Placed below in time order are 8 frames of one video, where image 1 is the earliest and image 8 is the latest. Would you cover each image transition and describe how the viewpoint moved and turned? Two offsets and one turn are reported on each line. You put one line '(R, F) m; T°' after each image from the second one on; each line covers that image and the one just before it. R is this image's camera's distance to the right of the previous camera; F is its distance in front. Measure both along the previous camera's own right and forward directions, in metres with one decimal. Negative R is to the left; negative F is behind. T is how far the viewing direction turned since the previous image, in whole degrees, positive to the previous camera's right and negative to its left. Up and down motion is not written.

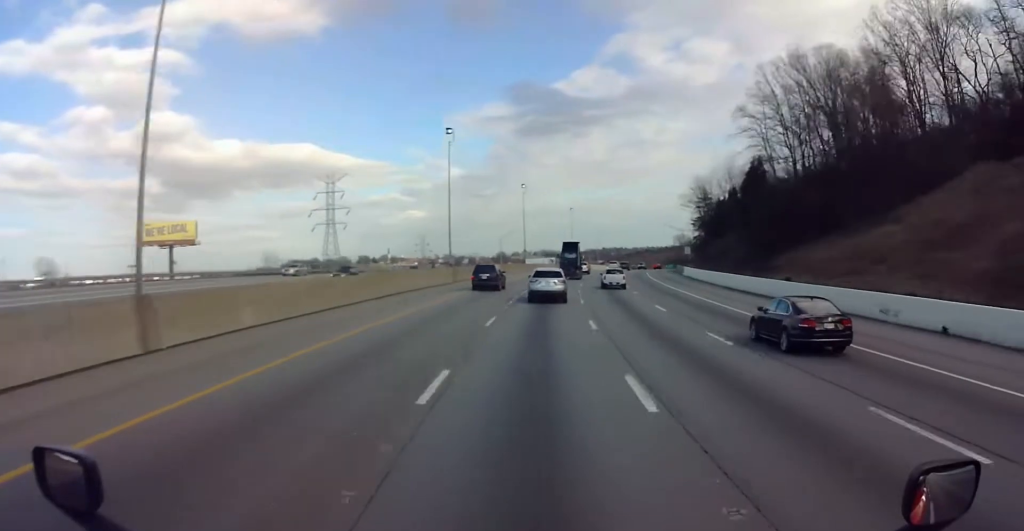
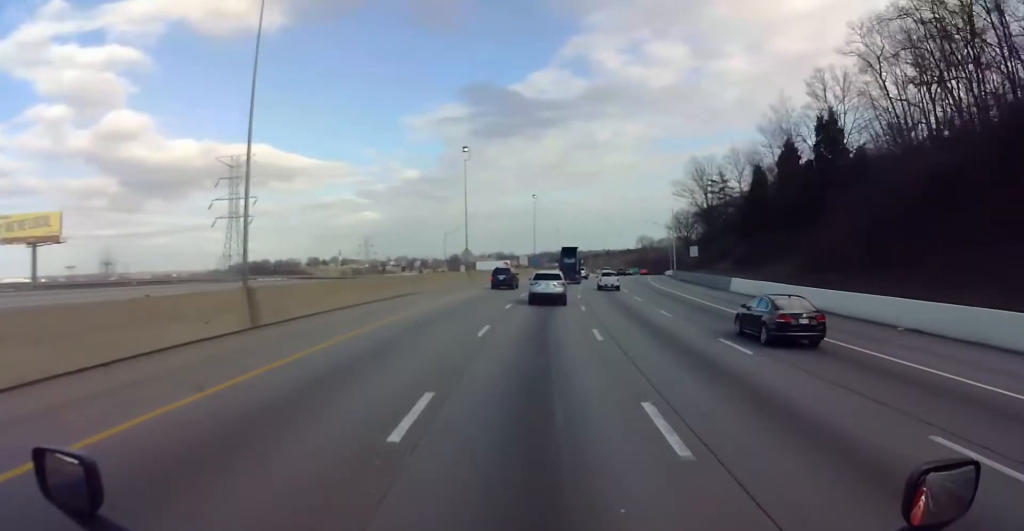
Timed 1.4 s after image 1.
(+2.0, +39.5) m; +8°
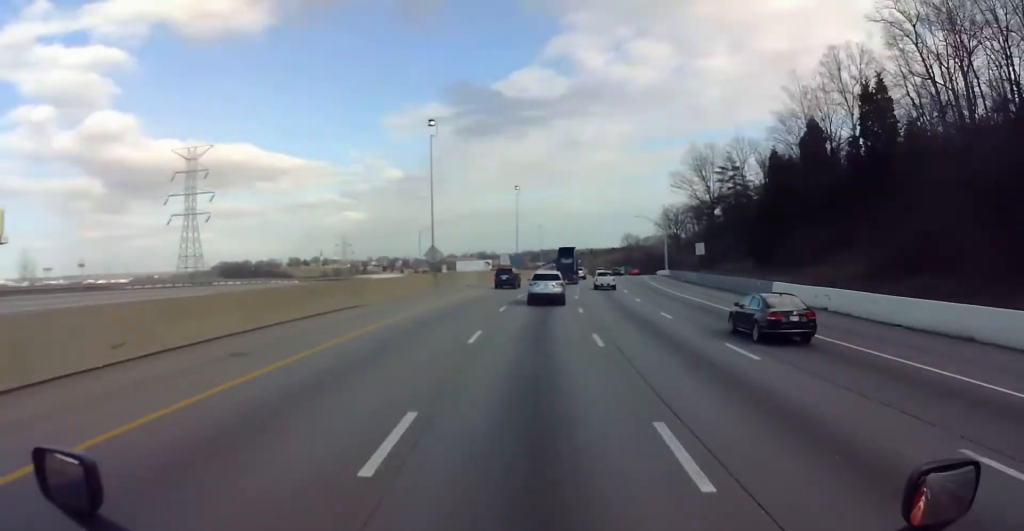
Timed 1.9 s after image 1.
(+0.6, +14.1) m; +2°
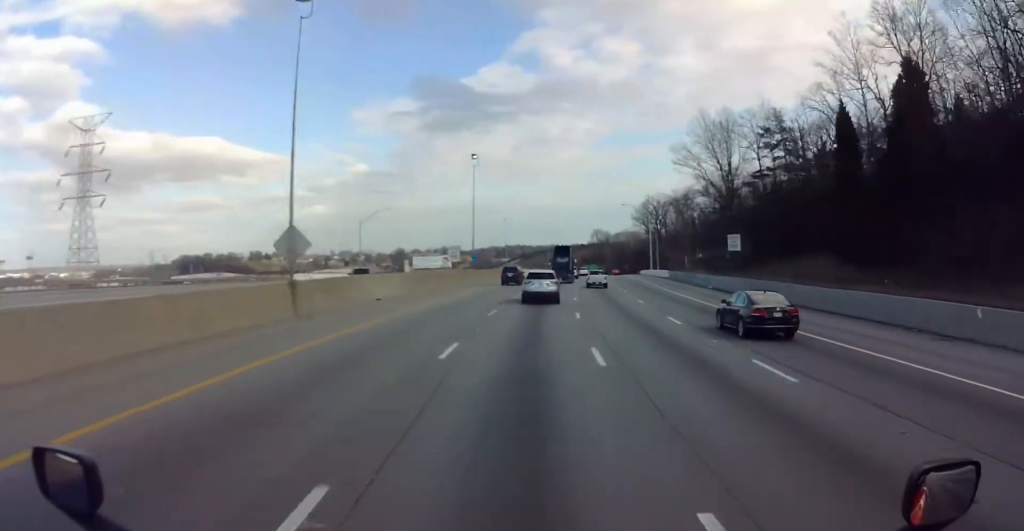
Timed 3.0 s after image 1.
(+1.2, +29.6) m; +2°
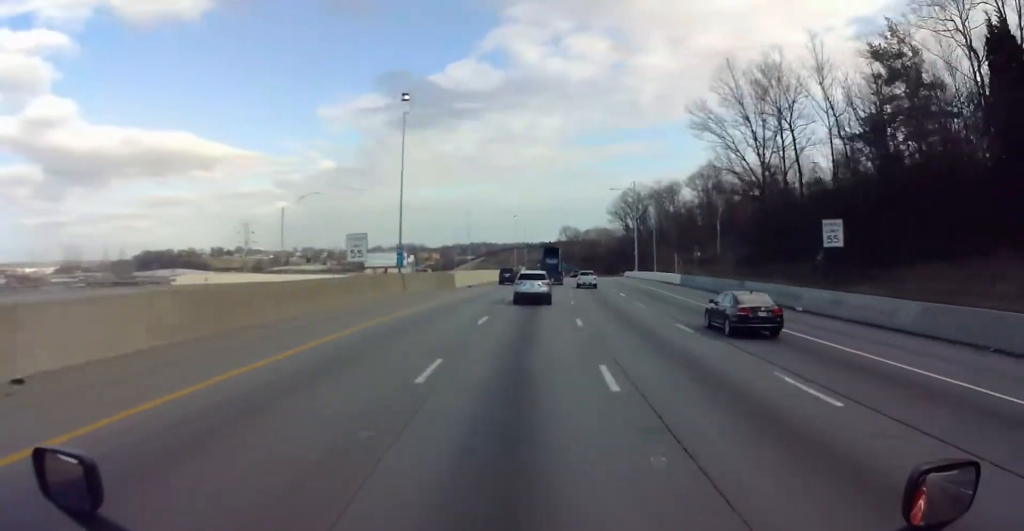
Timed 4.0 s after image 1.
(0.0, +28.7) m; 0°
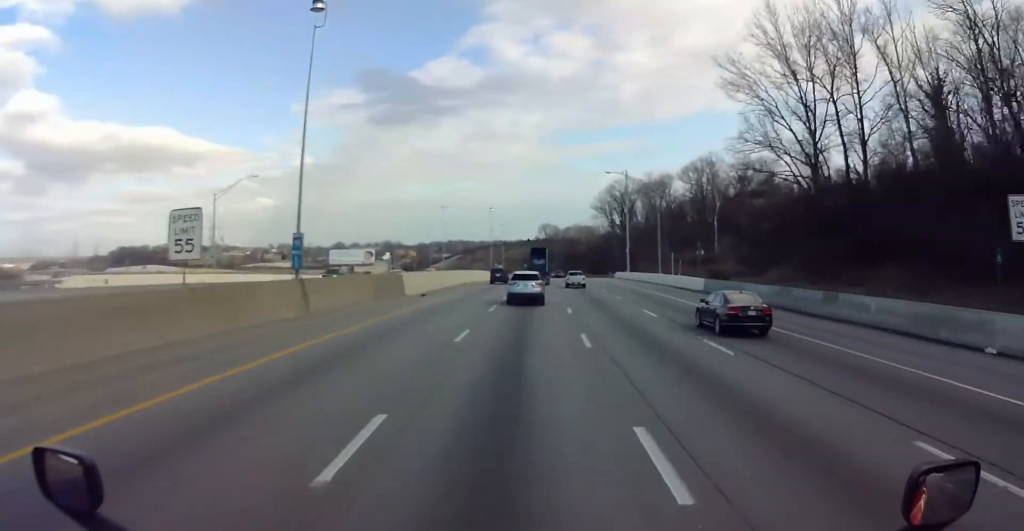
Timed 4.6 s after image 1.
(0.0, +19.0) m; 0°
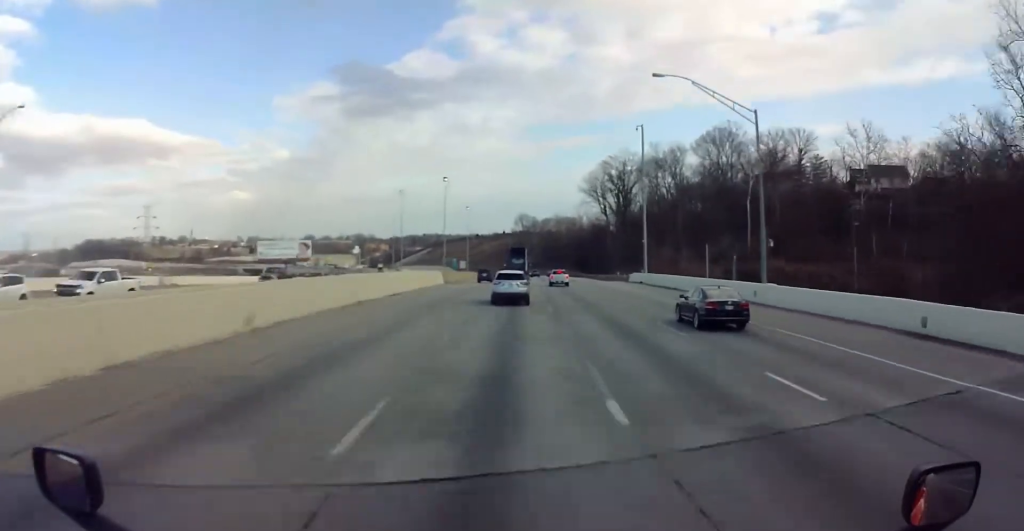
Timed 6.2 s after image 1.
(+0.1, +42.5) m; +1°
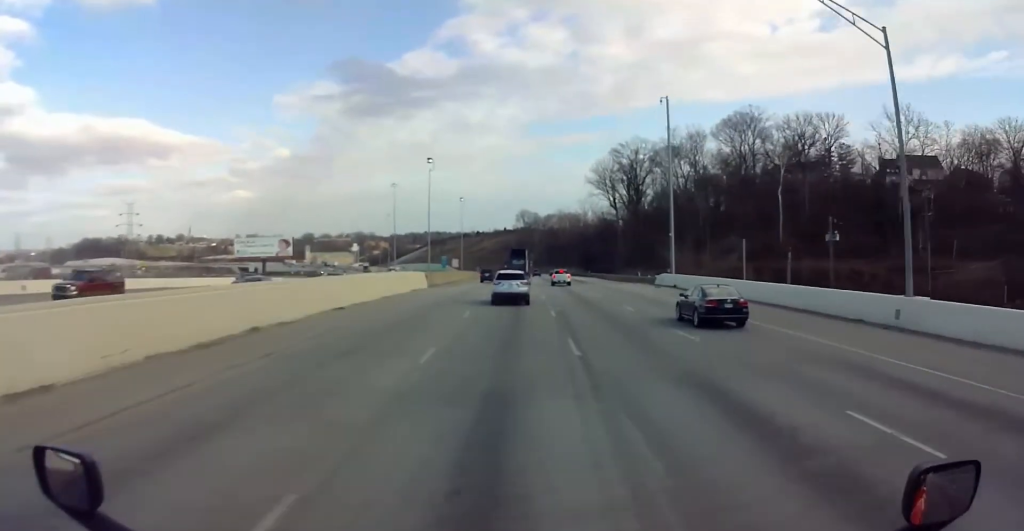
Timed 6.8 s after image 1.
(+0.1, +14.5) m; +1°
